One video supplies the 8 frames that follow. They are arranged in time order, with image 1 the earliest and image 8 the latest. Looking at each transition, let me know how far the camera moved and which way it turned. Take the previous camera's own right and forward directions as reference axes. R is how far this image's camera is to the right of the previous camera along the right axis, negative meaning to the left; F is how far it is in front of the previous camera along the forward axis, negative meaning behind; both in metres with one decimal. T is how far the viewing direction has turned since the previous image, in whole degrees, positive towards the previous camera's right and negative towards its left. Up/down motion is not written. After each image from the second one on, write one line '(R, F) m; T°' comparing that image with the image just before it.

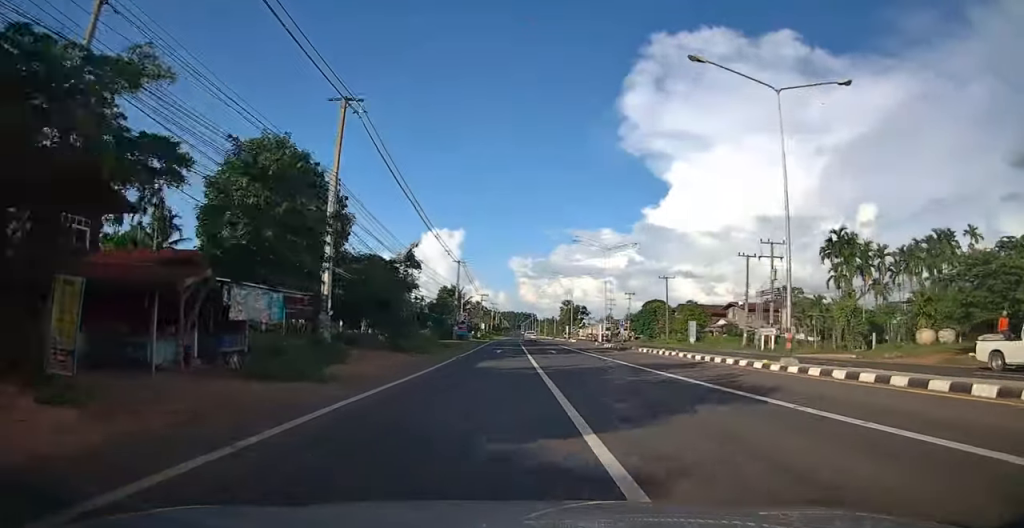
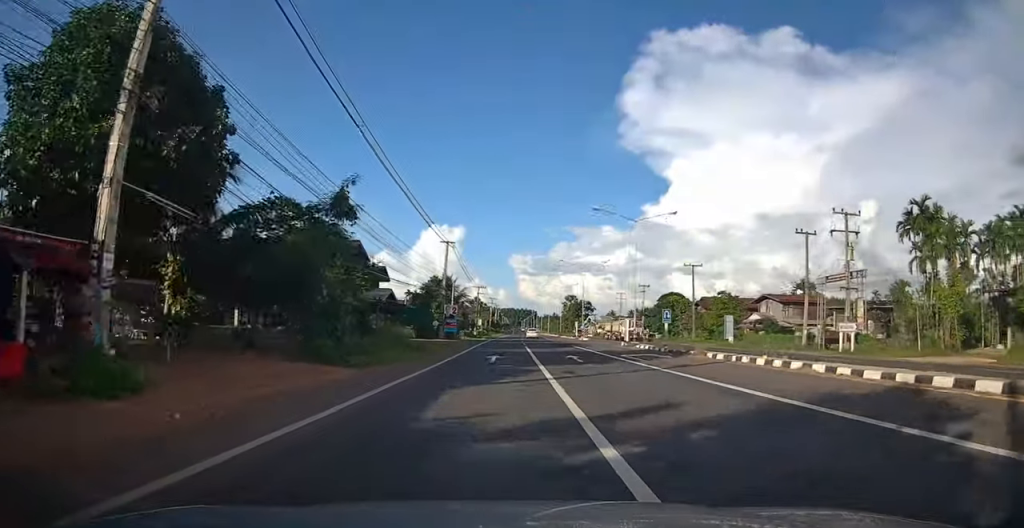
(0.0, +12.4) m; 0°
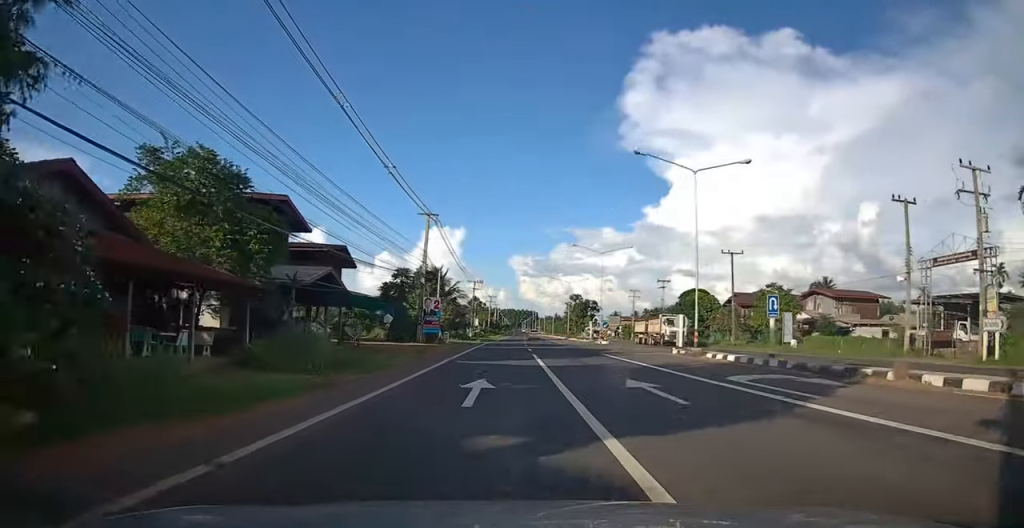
(0.0, +13.2) m; 0°
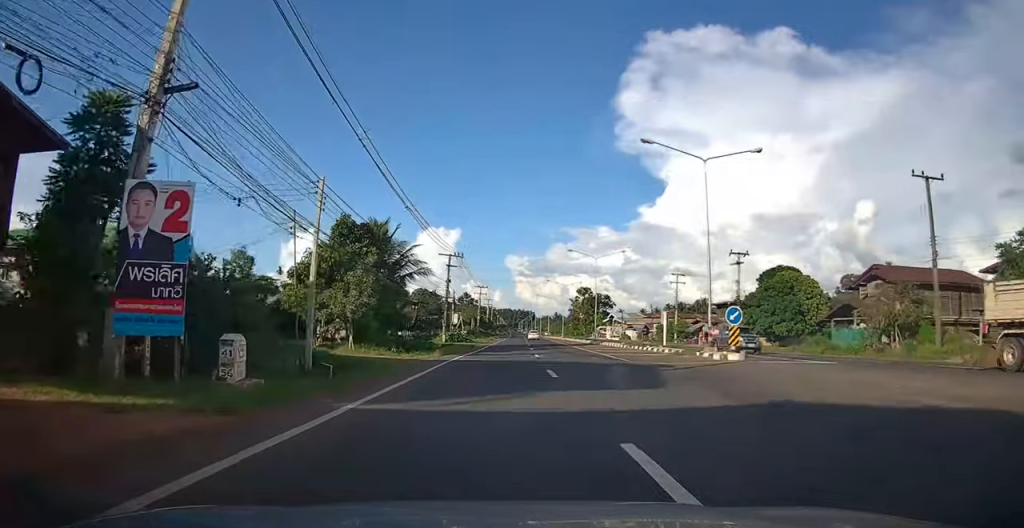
(0.0, +32.3) m; +1°
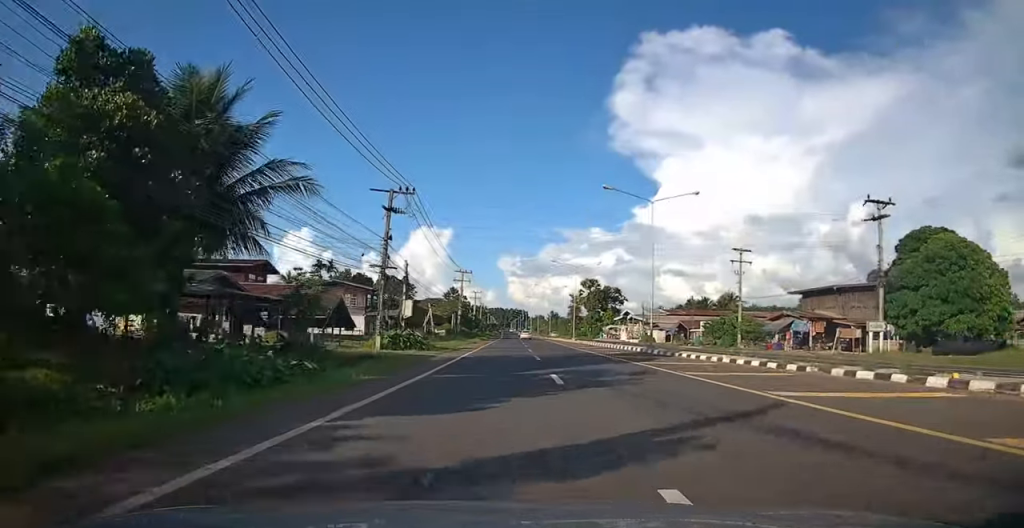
(+0.7, +25.9) m; +1°
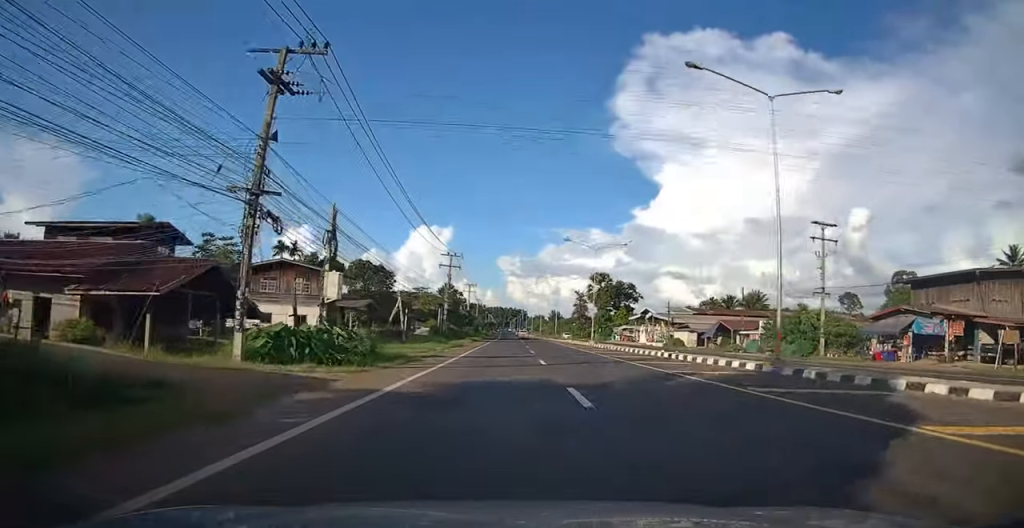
(-0.2, +16.3) m; 0°
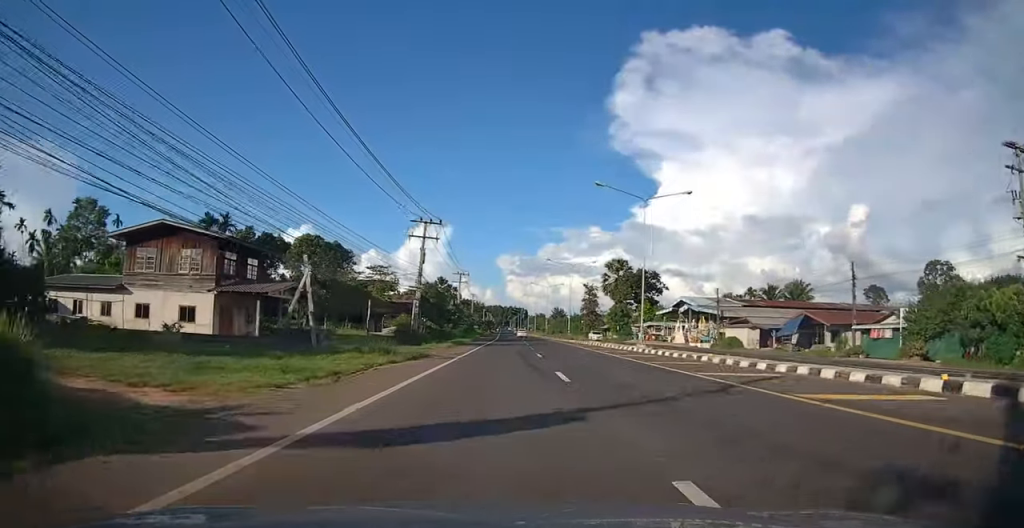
(-0.2, +19.8) m; 0°
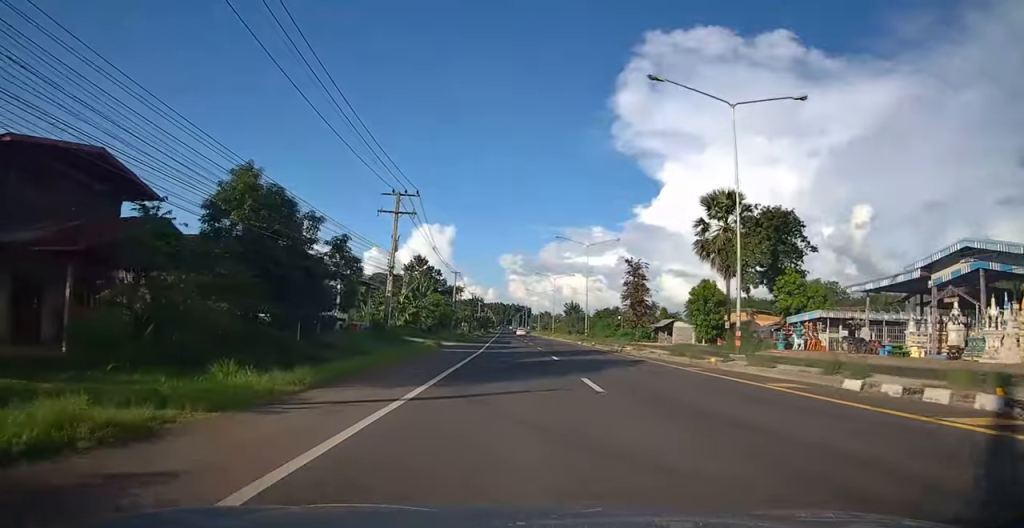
(+0.3, +50.4) m; 0°
